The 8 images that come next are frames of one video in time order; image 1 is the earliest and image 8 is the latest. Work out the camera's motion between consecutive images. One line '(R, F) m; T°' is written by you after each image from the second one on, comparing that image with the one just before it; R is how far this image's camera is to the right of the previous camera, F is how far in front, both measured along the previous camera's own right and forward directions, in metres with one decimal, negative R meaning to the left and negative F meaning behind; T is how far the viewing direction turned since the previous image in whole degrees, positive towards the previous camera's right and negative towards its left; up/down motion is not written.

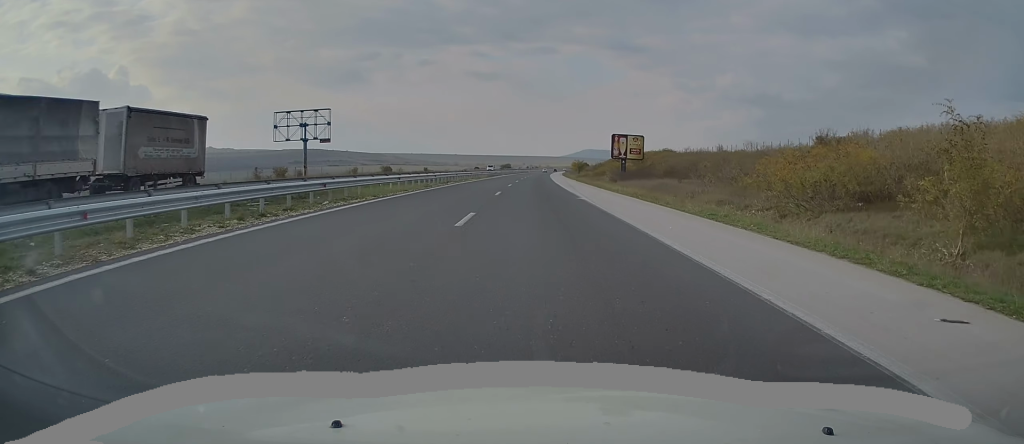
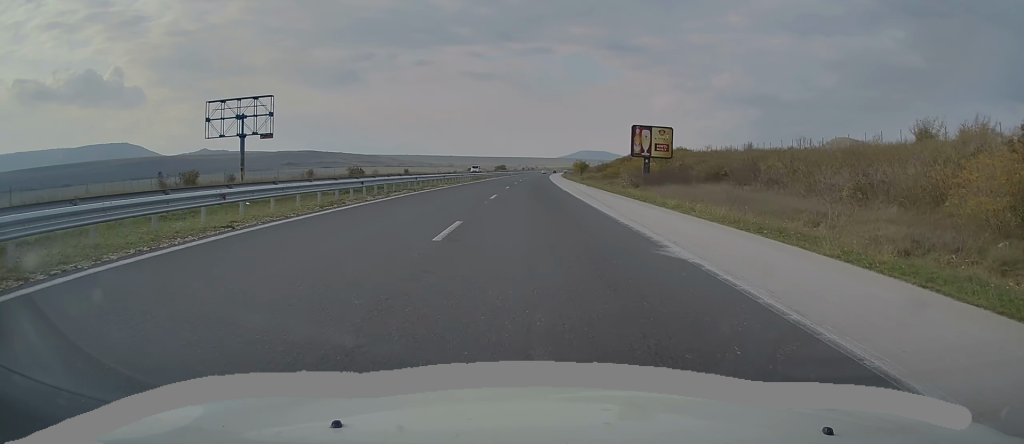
(0.0, +18.9) m; 0°
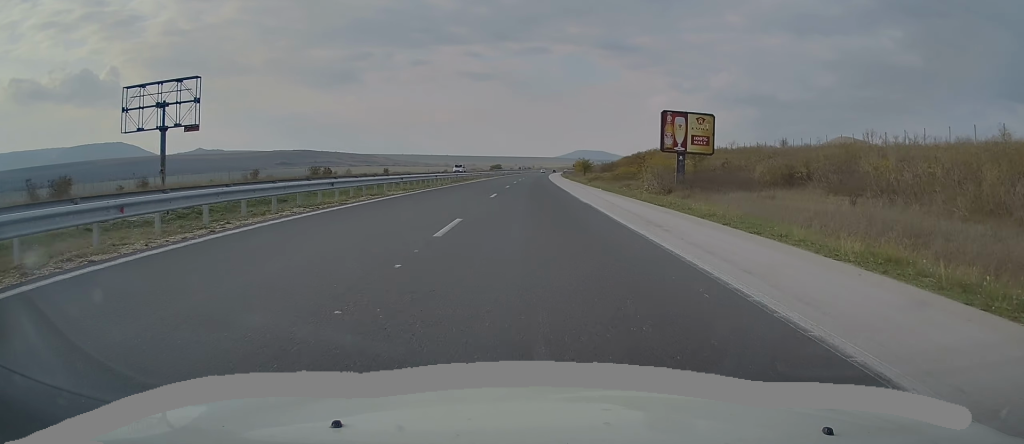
(0.0, +15.8) m; 0°
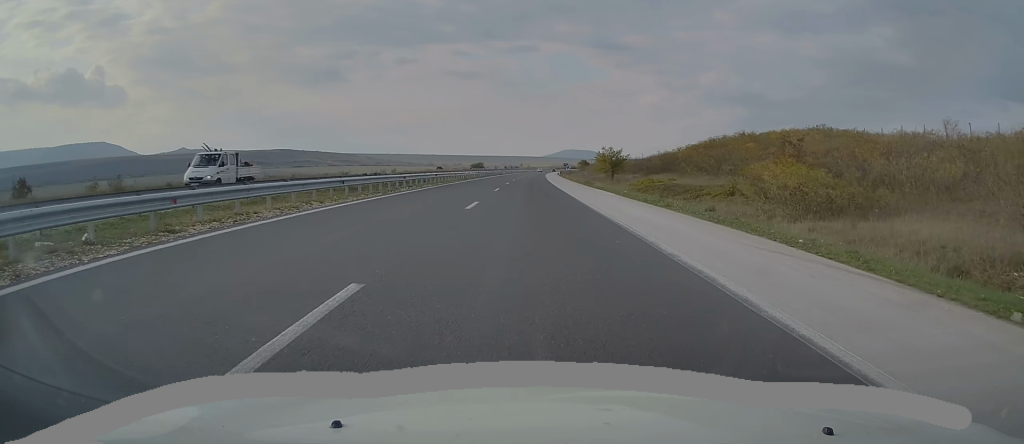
(+0.8, +57.6) m; +2°
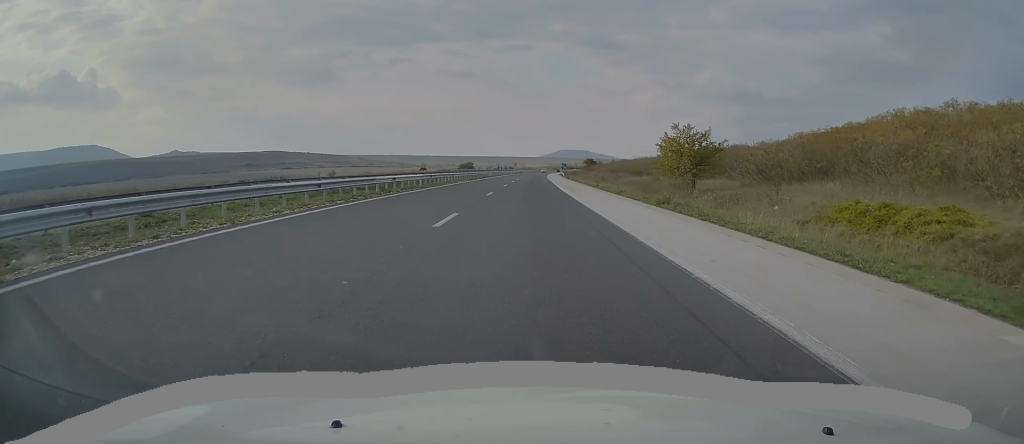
(+0.2, +38.6) m; 0°
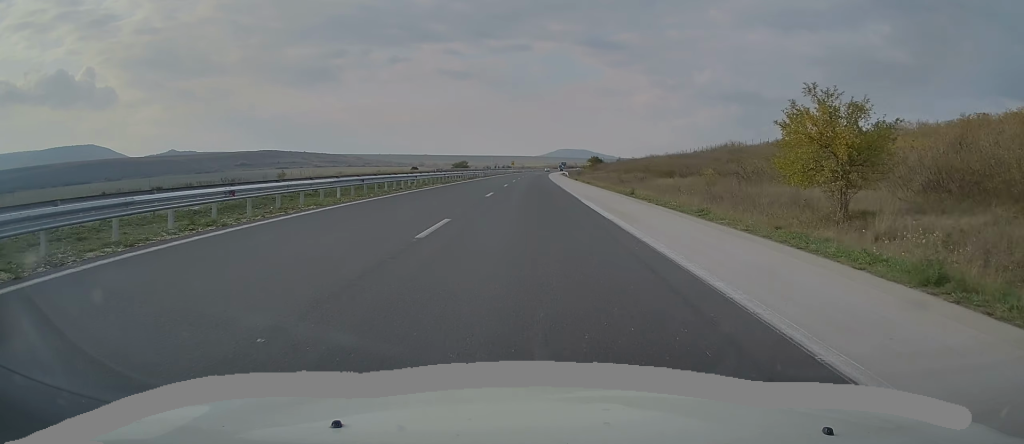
(-0.2, +18.6) m; 0°
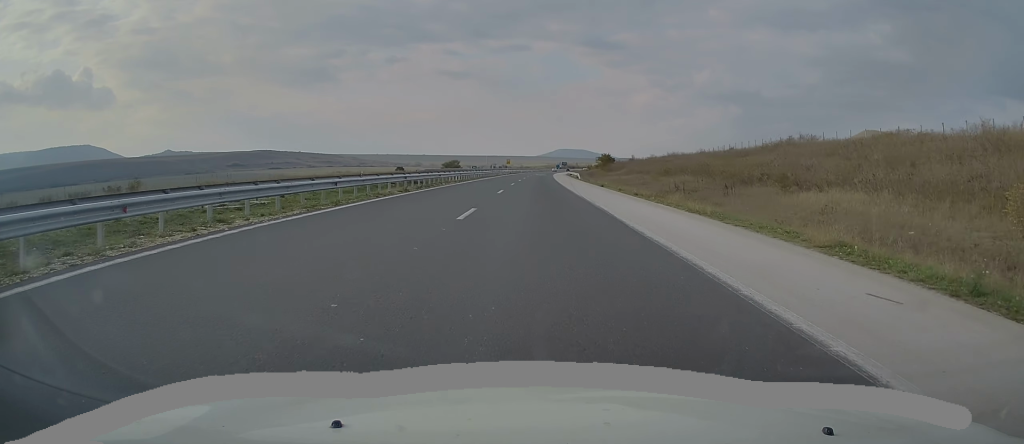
(+0.1, +28.7) m; +1°
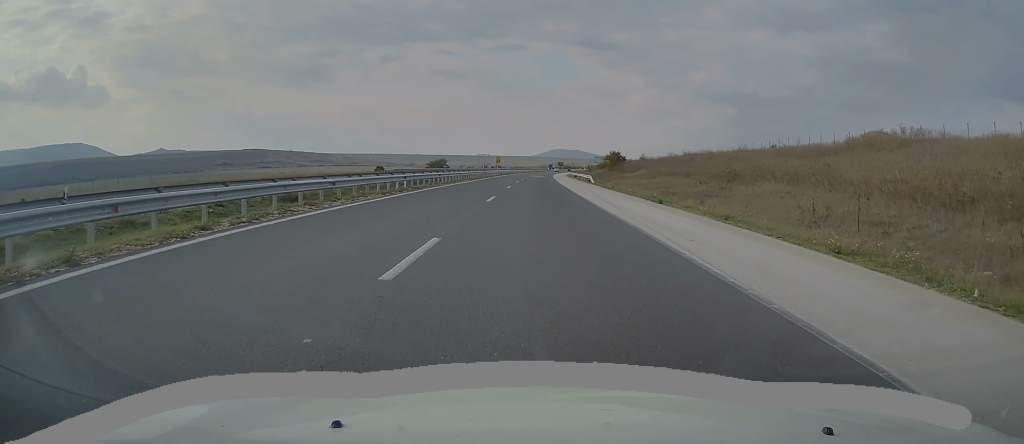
(+0.2, +24.4) m; 0°
